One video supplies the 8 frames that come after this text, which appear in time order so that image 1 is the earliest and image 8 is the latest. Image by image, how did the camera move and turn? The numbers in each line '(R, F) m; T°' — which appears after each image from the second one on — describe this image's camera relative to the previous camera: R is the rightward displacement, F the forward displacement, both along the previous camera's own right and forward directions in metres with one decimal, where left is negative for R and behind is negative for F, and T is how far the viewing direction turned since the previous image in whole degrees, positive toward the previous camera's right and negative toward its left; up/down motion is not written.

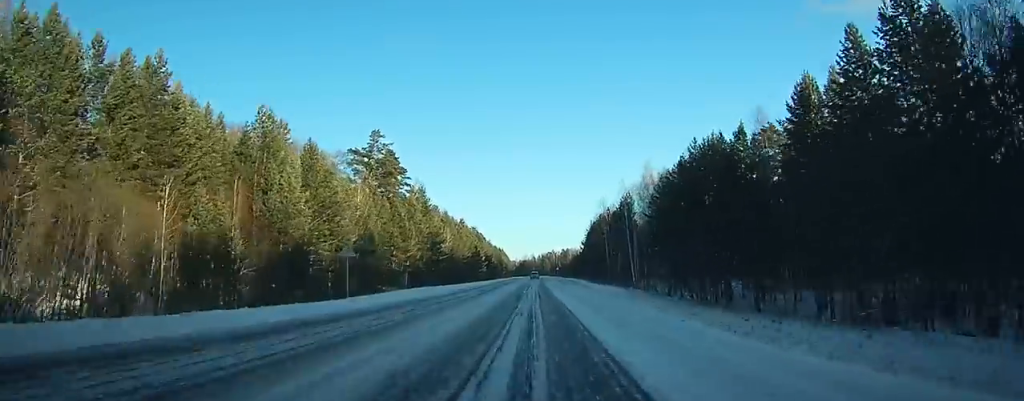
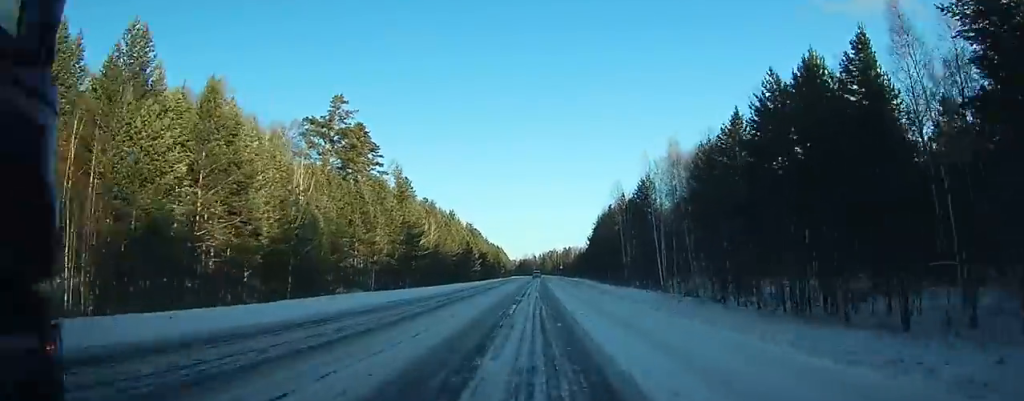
(-0.3, +20.5) m; -1°
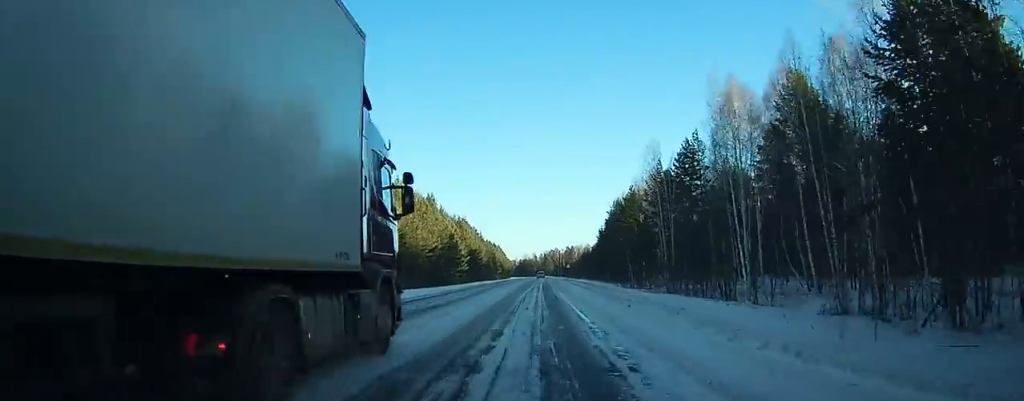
(-0.4, +29.8) m; -1°
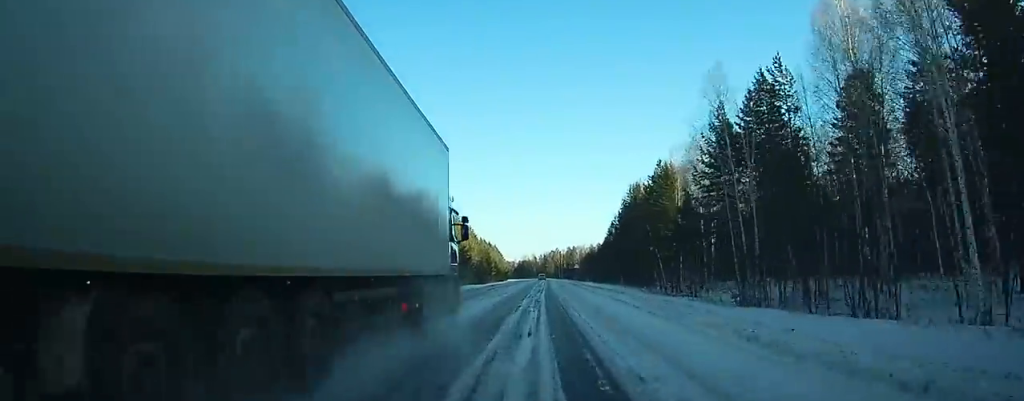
(-0.3, +25.5) m; 0°
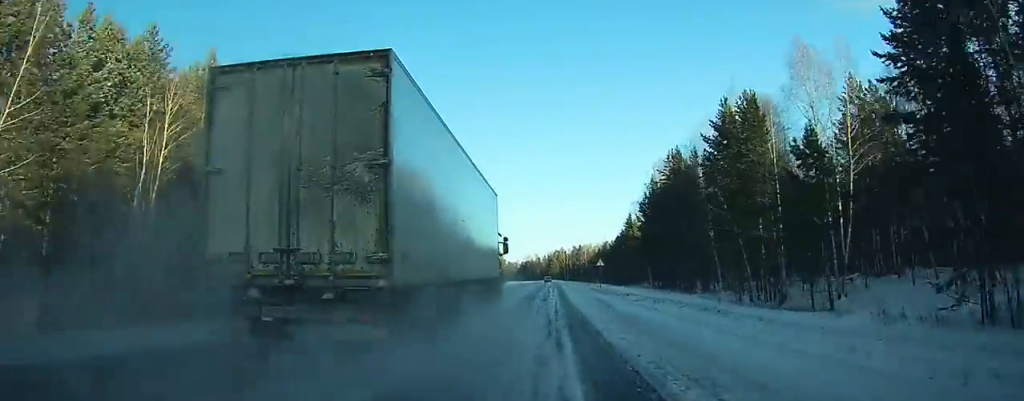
(+0.1, +29.3) m; +1°
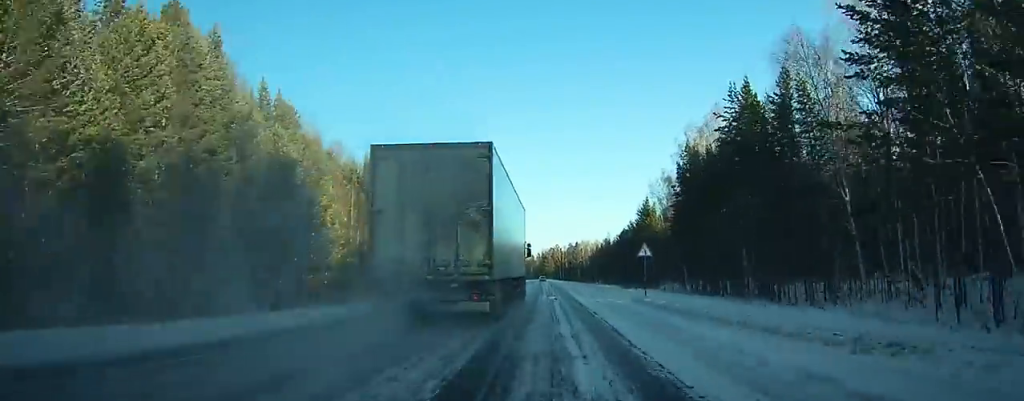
(+0.1, +26.8) m; 0°
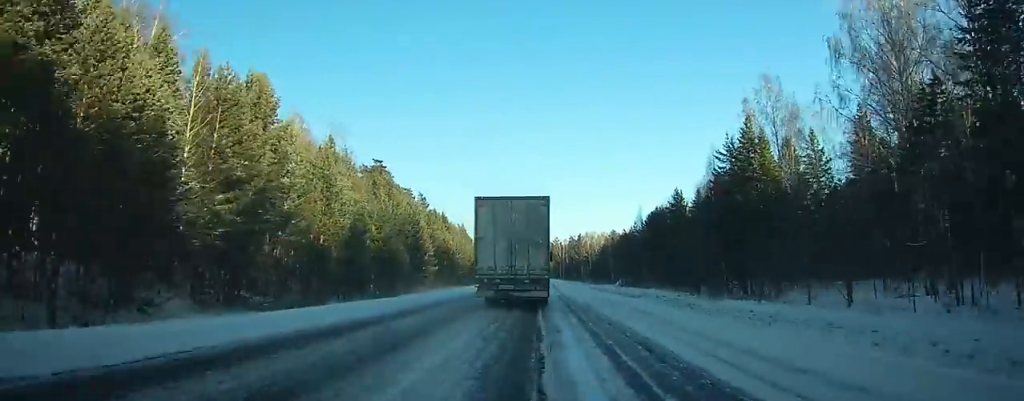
(-0.2, +54.0) m; 0°
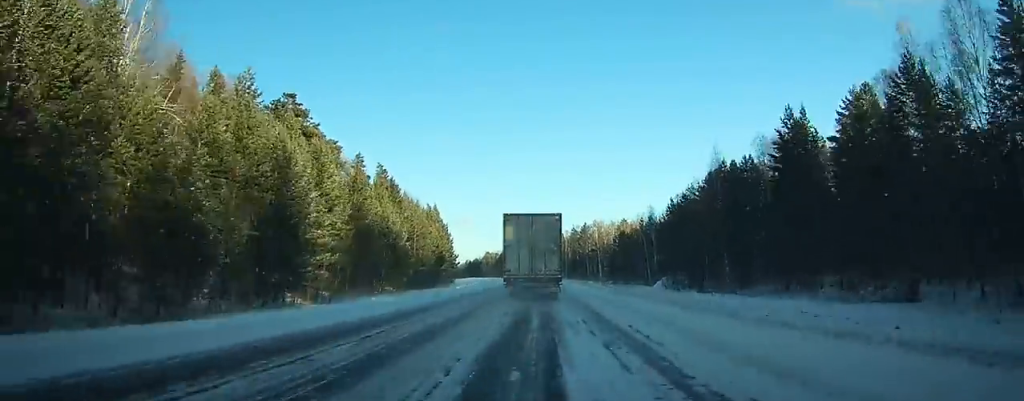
(+0.1, +46.7) m; 0°
